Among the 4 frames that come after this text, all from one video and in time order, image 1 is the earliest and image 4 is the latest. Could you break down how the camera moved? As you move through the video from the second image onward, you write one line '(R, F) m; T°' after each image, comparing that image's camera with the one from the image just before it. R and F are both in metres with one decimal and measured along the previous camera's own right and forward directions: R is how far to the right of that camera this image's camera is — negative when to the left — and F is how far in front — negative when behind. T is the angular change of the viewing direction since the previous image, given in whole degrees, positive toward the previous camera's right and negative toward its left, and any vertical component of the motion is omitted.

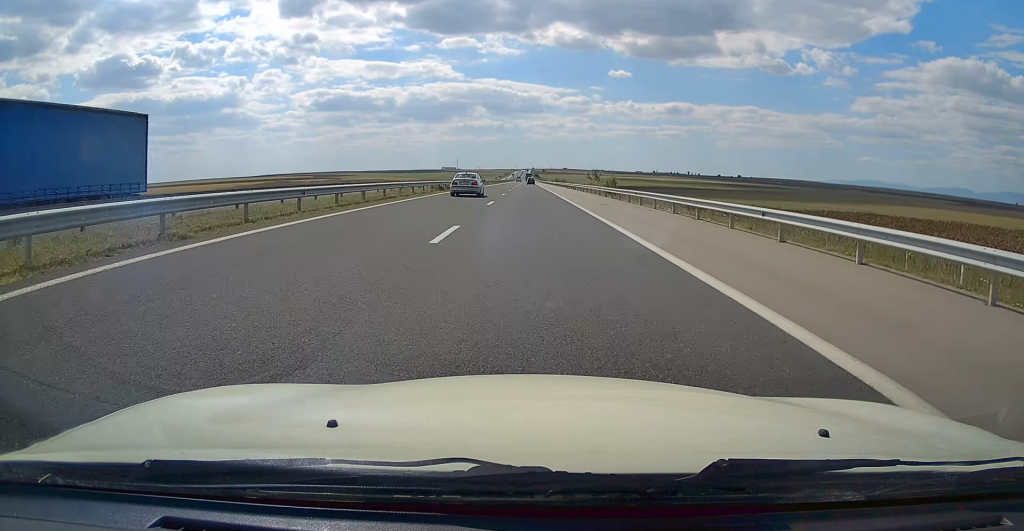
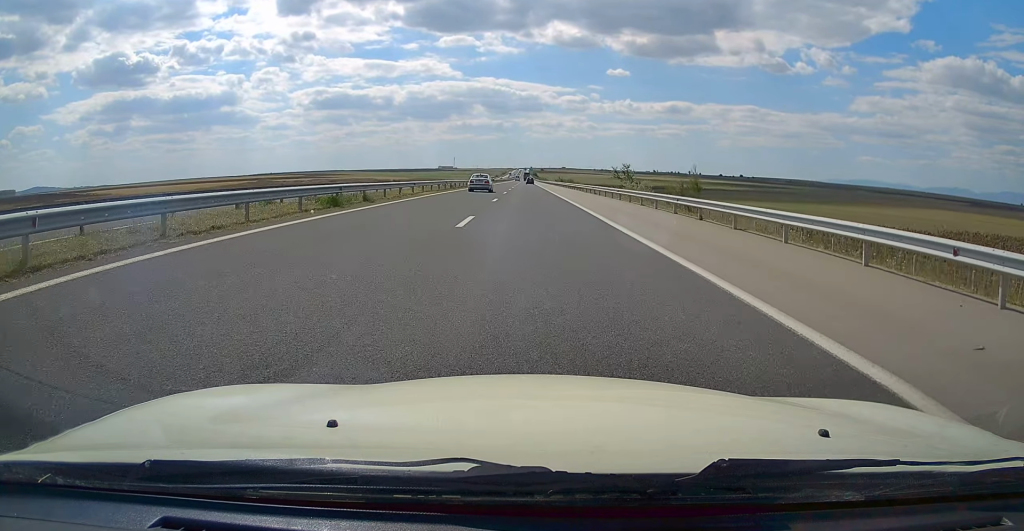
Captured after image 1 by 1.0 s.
(+0.4, +28.2) m; 0°
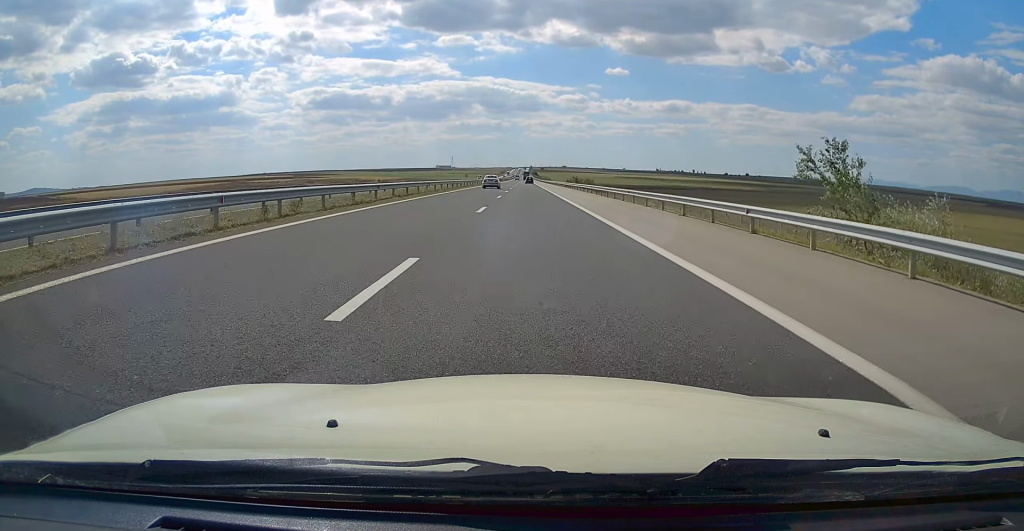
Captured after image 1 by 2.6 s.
(-0.4, +41.6) m; -1°
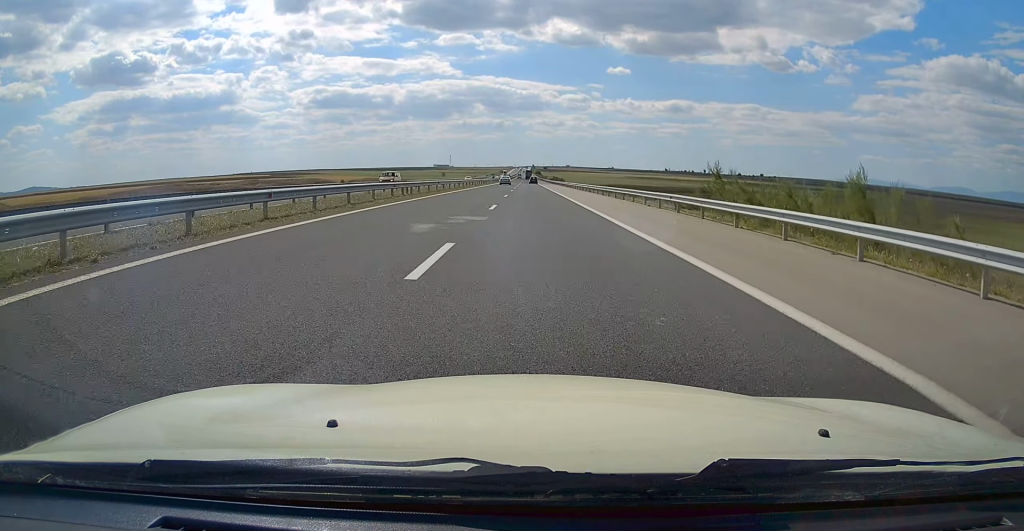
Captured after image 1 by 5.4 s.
(+0.9, +77.4) m; +1°
